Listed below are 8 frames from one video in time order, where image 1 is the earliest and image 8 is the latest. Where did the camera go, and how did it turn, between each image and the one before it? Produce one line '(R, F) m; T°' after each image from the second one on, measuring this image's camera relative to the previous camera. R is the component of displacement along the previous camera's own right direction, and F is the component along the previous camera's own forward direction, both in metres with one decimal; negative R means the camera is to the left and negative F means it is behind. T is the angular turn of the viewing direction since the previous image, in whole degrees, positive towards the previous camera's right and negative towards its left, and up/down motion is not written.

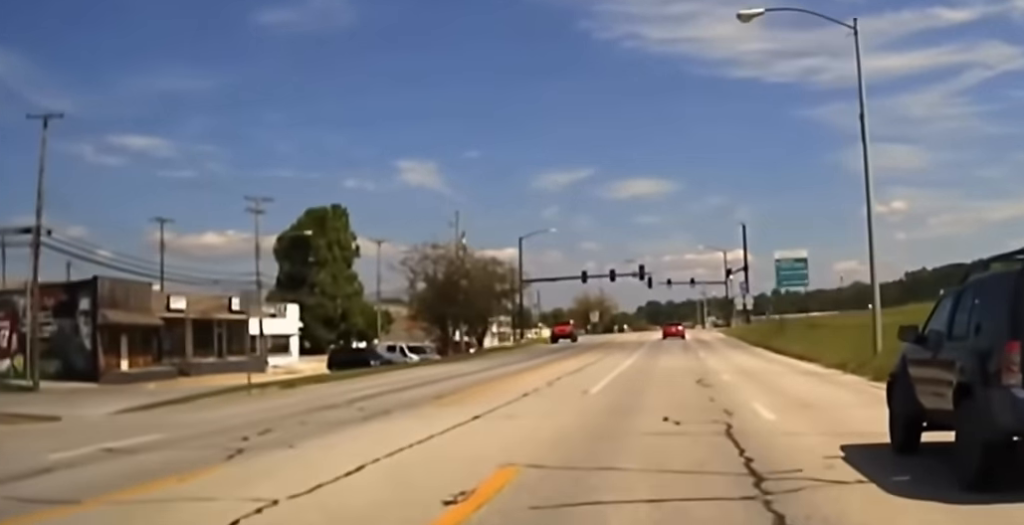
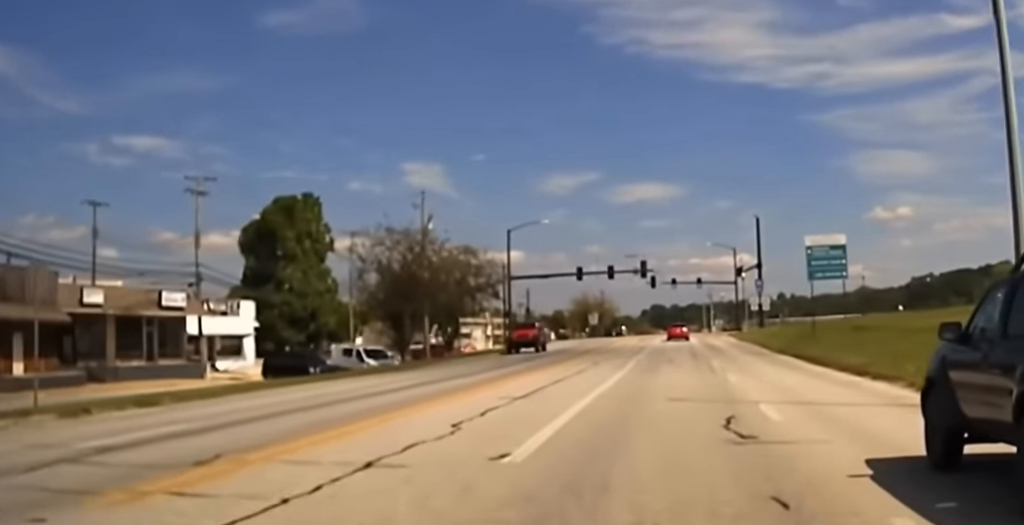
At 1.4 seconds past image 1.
(0.0, +14.7) m; +1°
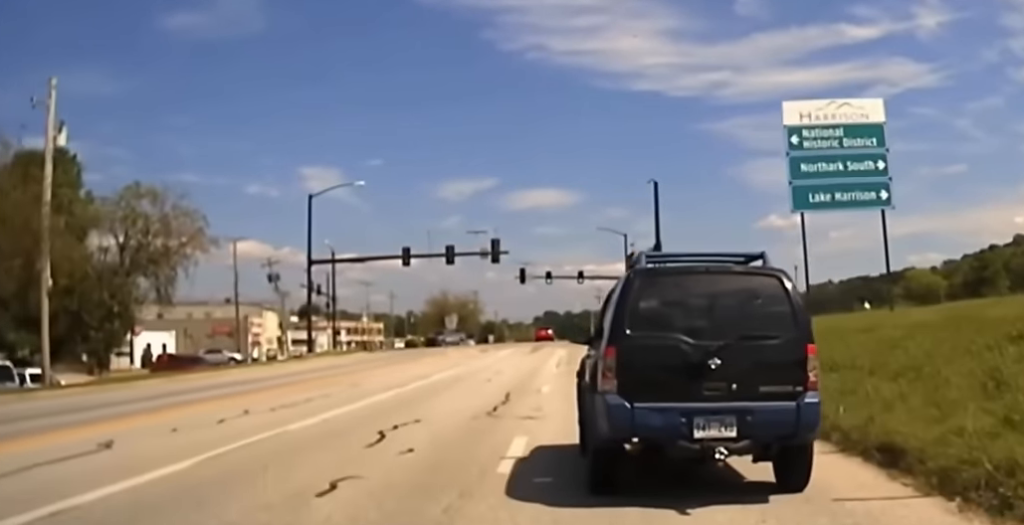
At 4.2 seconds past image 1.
(+1.1, +25.3) m; +2°
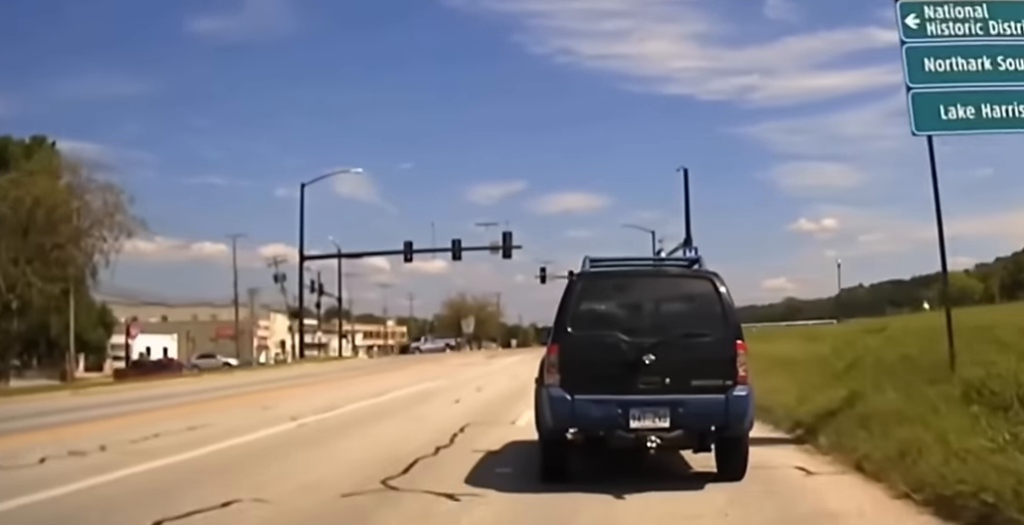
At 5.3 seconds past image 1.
(-0.3, +10.5) m; -2°
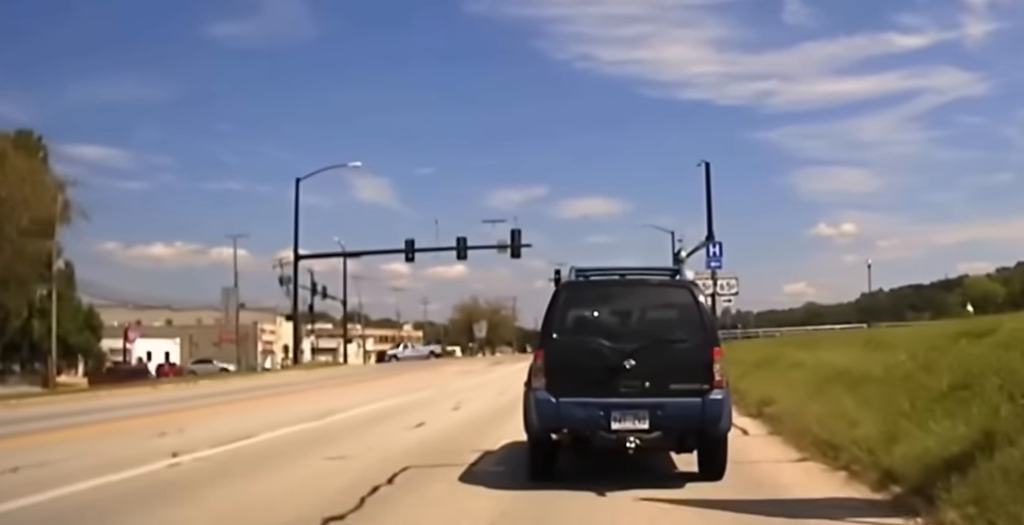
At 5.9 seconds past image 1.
(-0.1, +5.7) m; -1°
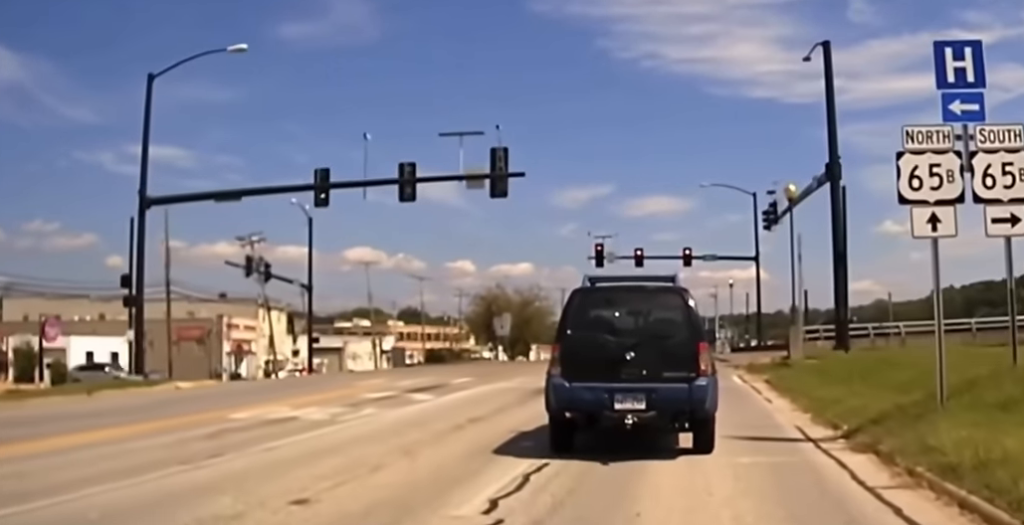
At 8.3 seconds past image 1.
(-0.8, +24.0) m; -1°
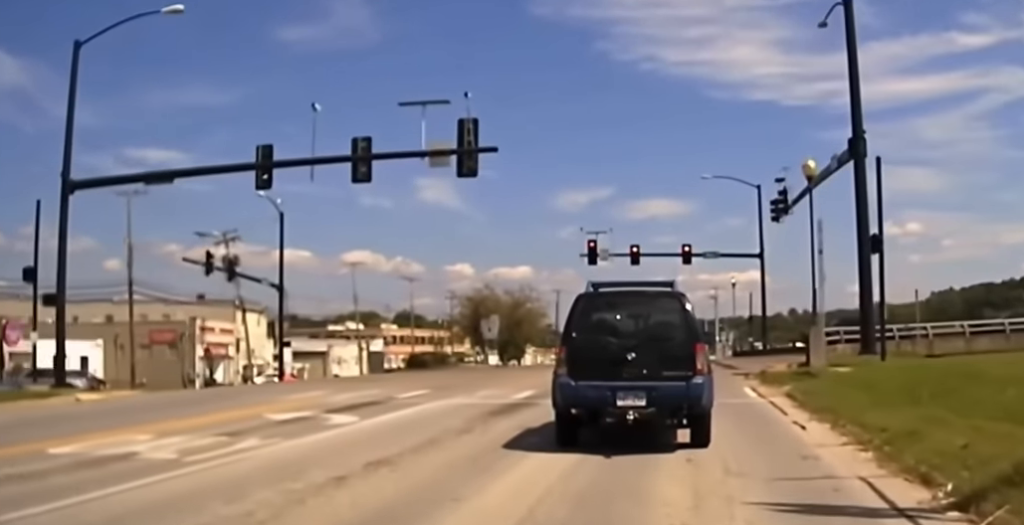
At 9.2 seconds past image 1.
(+0.4, +7.0) m; +1°
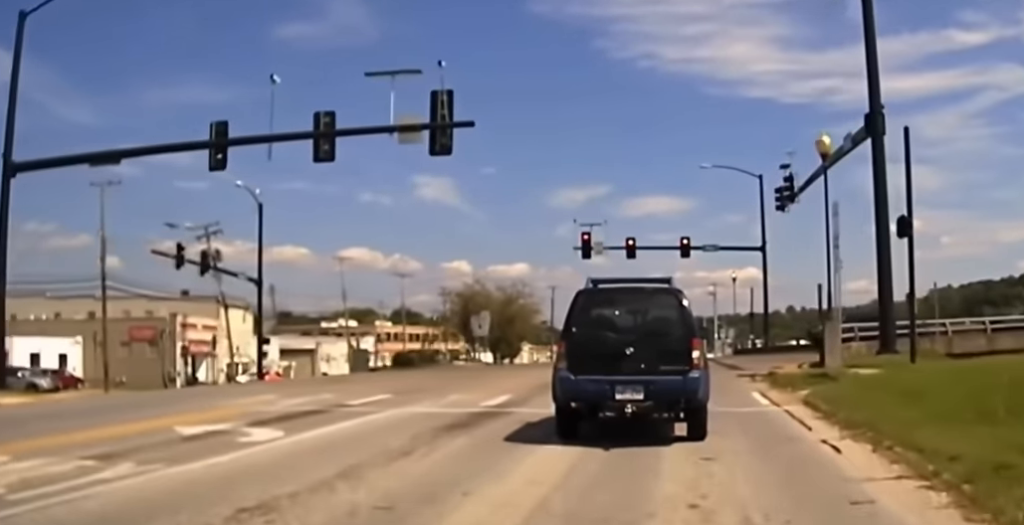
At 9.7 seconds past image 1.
(+0.1, +4.6) m; 0°
